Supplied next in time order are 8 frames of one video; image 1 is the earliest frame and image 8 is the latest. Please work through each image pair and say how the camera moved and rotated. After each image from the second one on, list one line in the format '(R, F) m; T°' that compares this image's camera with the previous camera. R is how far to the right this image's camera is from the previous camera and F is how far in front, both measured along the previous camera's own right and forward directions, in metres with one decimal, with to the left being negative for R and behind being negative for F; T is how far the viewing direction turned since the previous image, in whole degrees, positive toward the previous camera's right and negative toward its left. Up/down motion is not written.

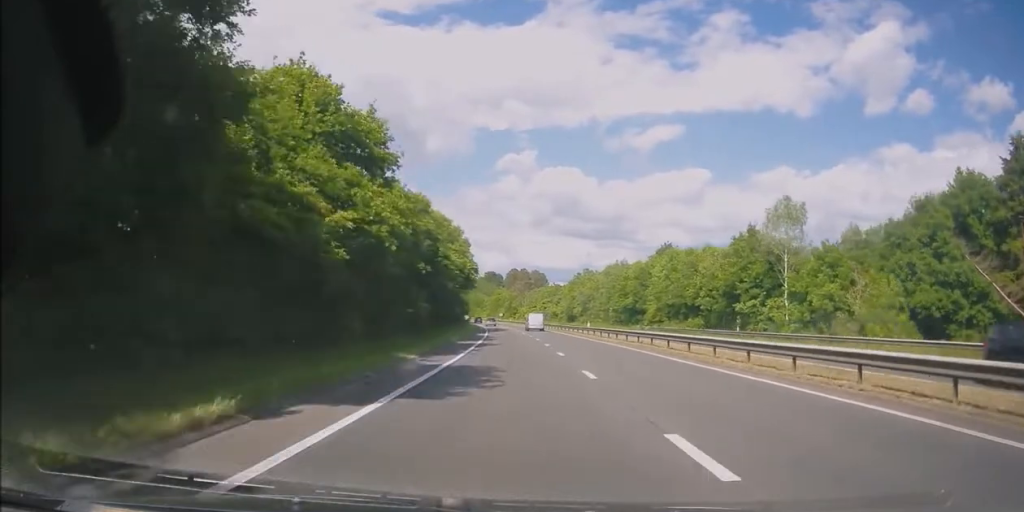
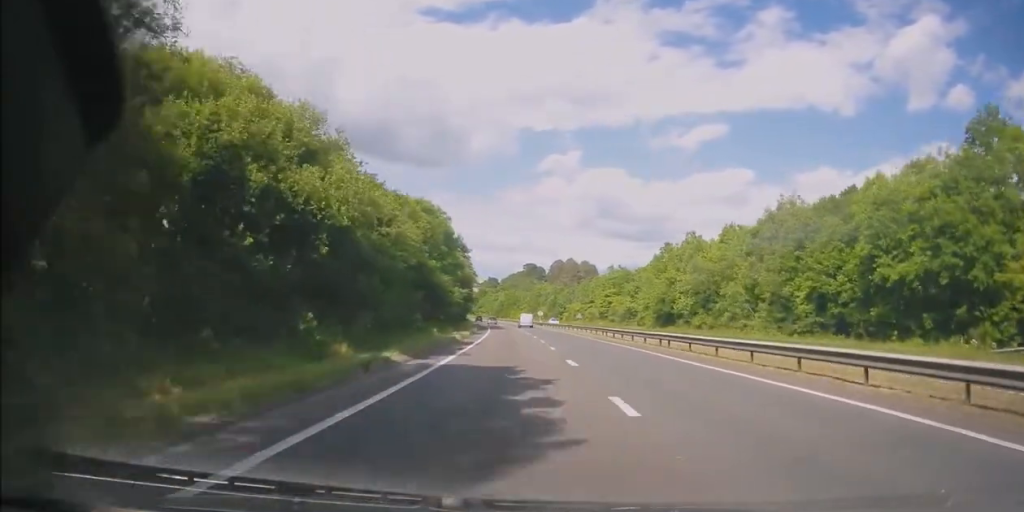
(-2.2, +66.5) m; -5°
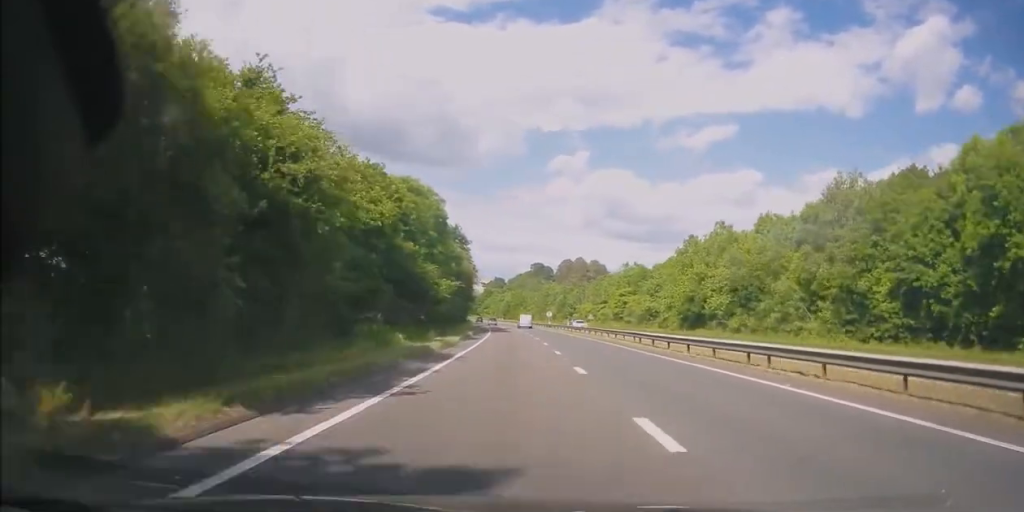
(-0.1, +10.8) m; 0°
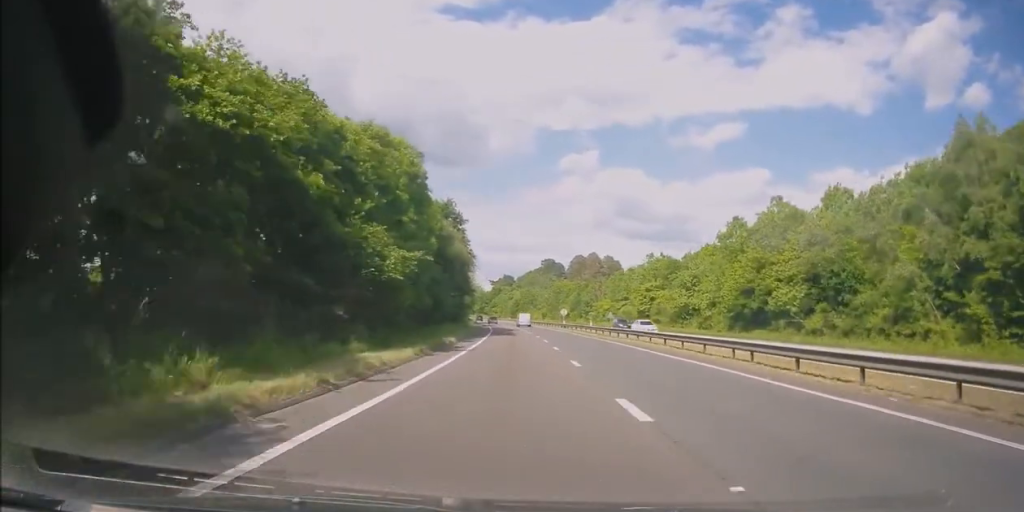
(0.0, +15.9) m; 0°
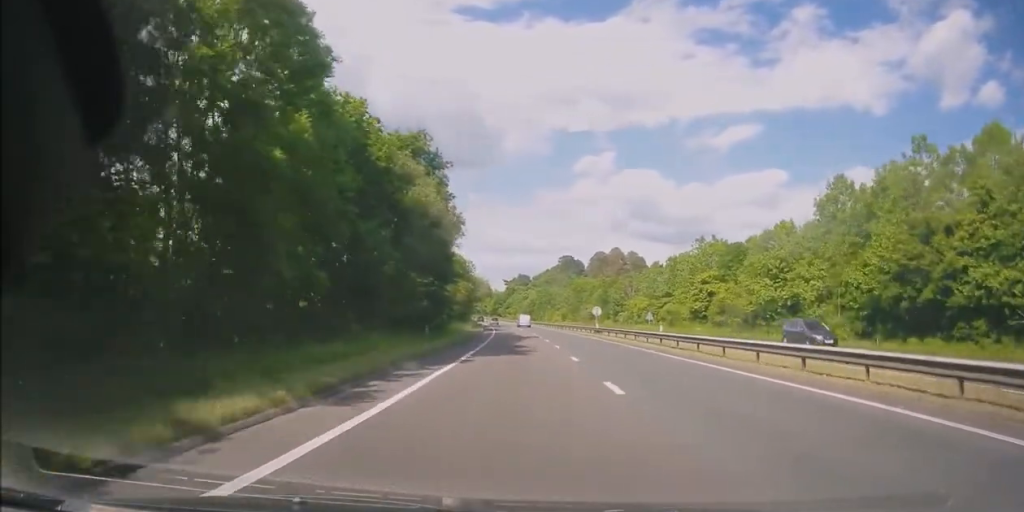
(-0.2, +22.8) m; -2°
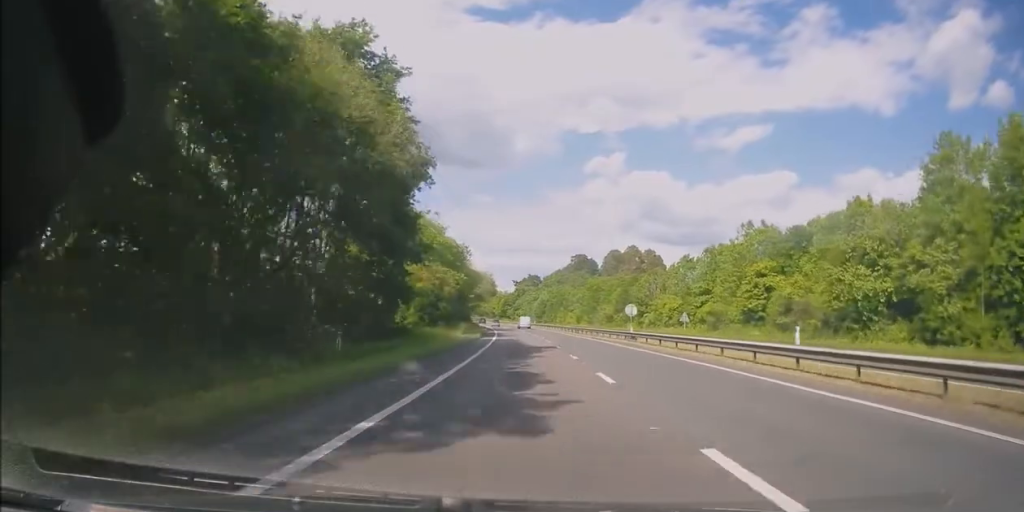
(-0.1, +15.2) m; -1°
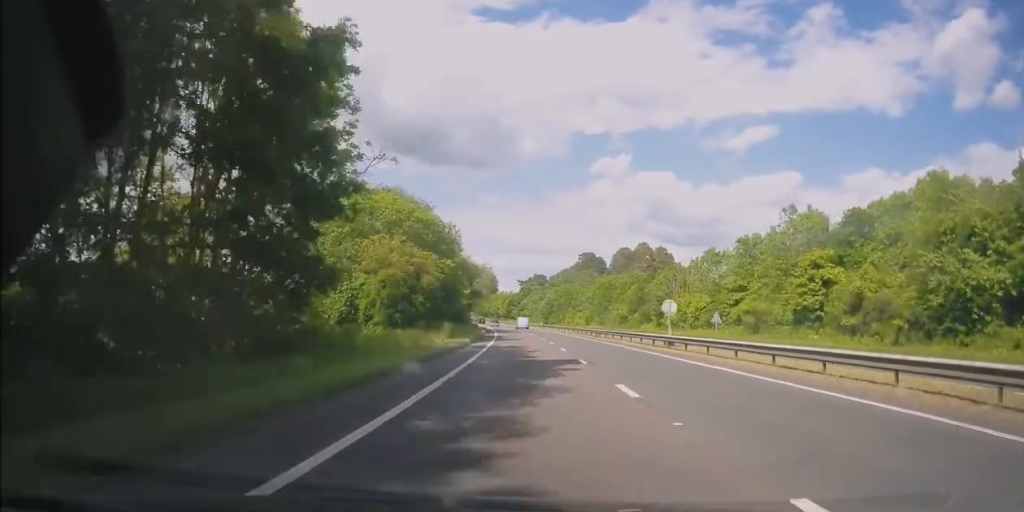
(-0.2, +10.9) m; -1°
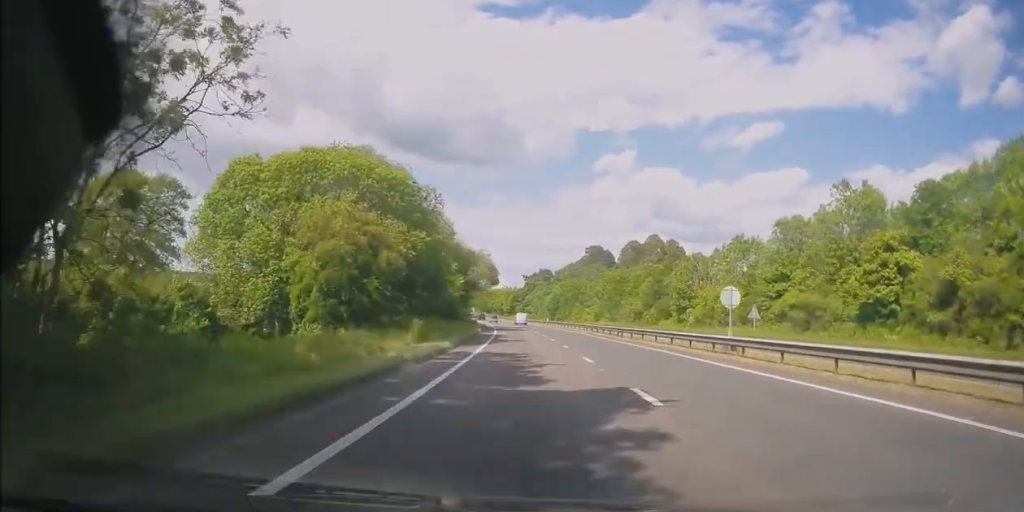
(-0.1, +10.2) m; 0°
